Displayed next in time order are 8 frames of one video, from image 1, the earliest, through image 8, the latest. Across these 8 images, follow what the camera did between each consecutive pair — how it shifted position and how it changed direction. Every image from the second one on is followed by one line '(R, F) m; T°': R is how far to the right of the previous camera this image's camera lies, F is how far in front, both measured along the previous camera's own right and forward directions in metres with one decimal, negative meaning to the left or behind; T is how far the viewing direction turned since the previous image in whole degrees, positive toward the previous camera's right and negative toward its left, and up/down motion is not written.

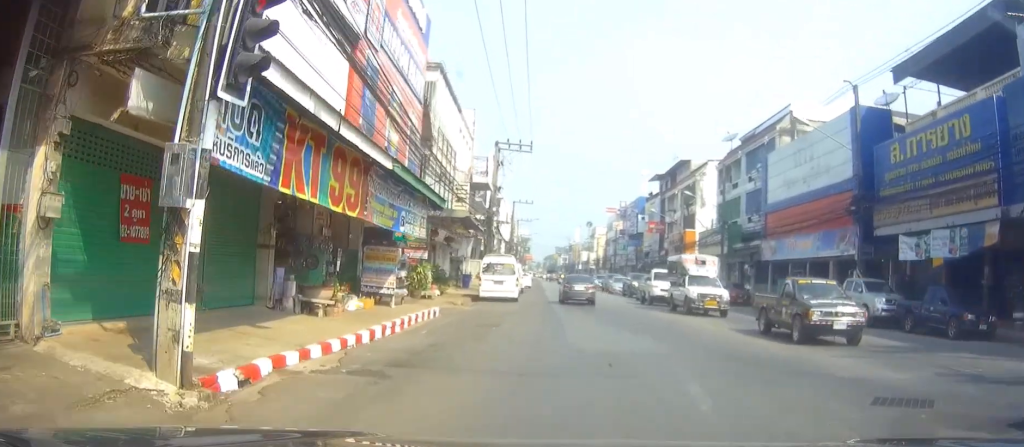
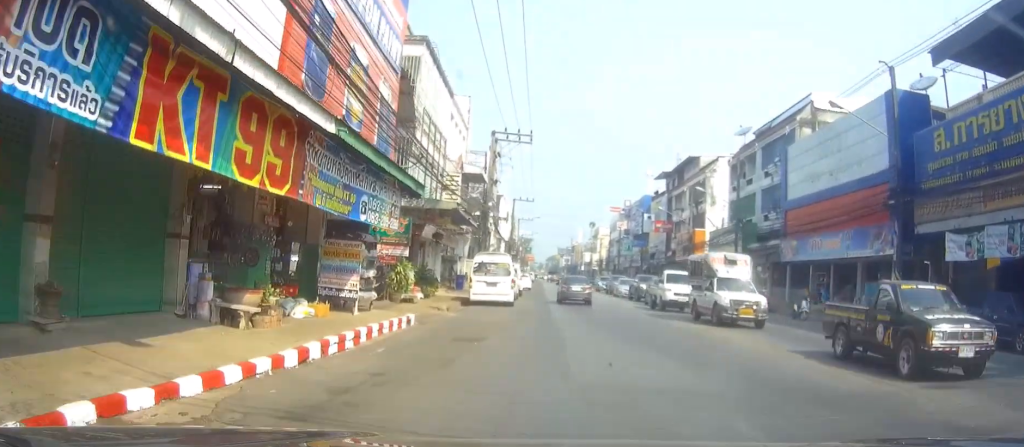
(0.0, +3.8) m; 0°
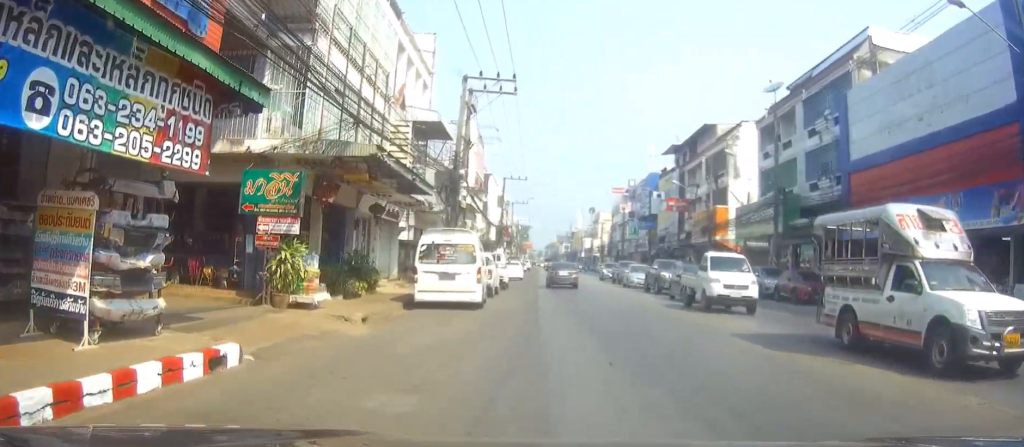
(-0.2, +10.2) m; -4°
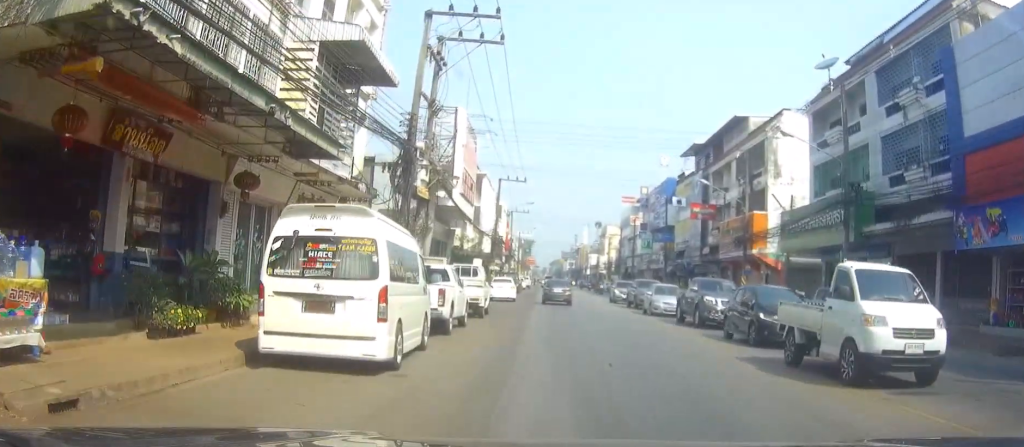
(-0.3, +9.7) m; -3°
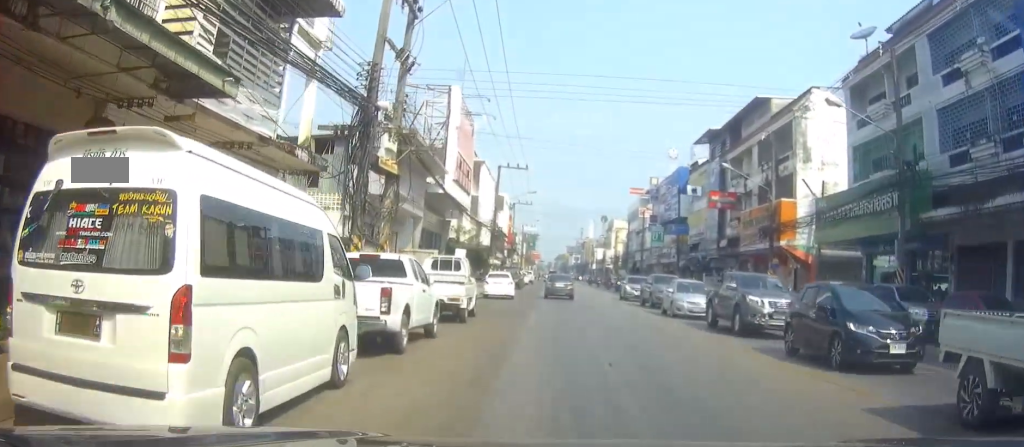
(0.0, +5.0) m; -1°
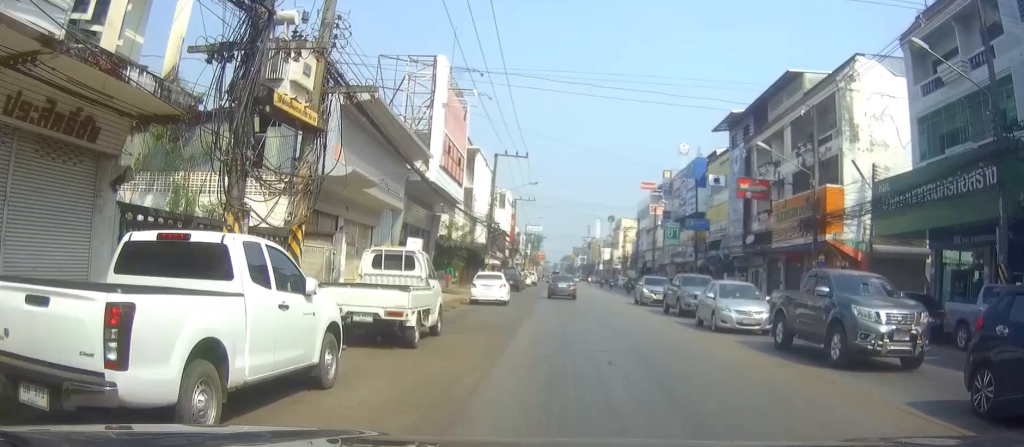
(0.0, +6.8) m; -1°
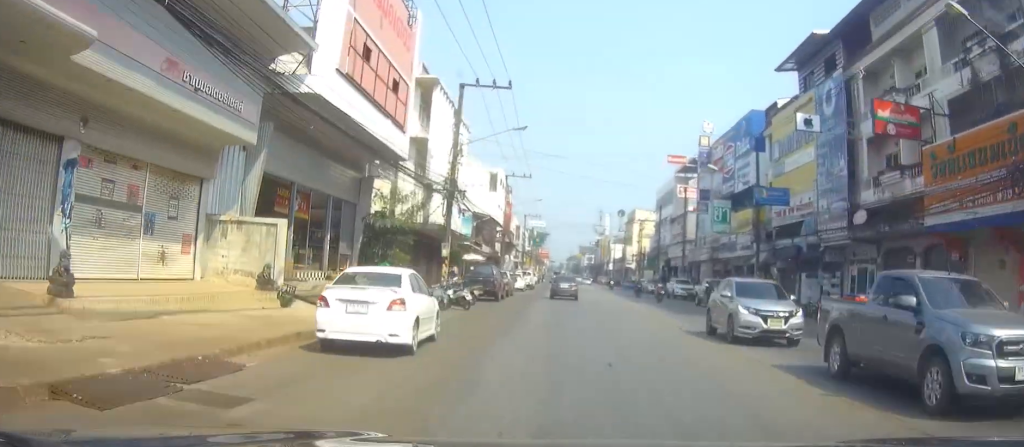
(-0.2, +18.6) m; -1°
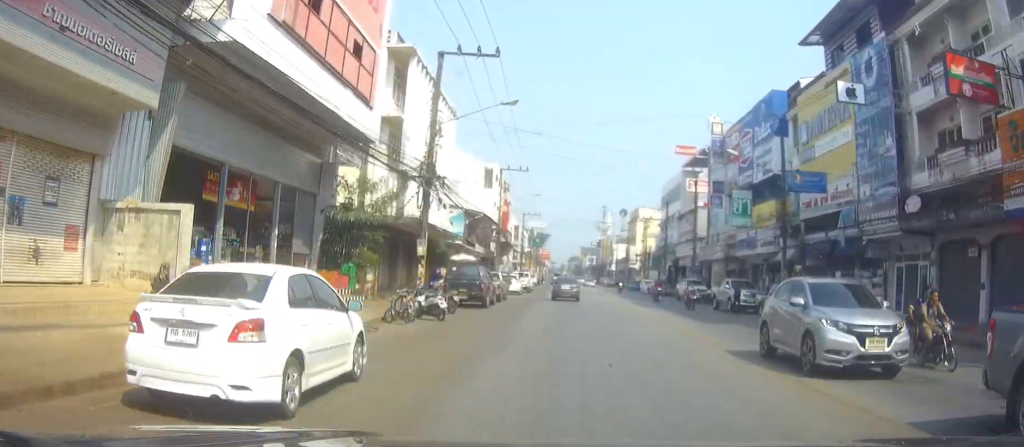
(0.0, +5.3) m; 0°
